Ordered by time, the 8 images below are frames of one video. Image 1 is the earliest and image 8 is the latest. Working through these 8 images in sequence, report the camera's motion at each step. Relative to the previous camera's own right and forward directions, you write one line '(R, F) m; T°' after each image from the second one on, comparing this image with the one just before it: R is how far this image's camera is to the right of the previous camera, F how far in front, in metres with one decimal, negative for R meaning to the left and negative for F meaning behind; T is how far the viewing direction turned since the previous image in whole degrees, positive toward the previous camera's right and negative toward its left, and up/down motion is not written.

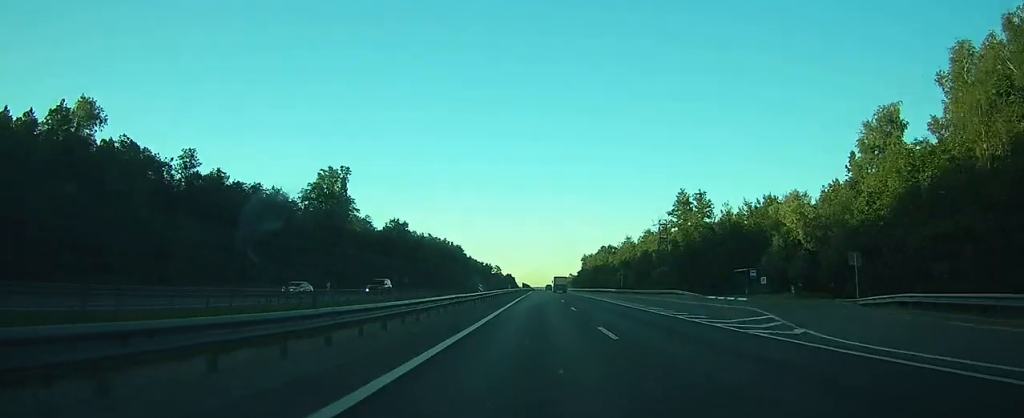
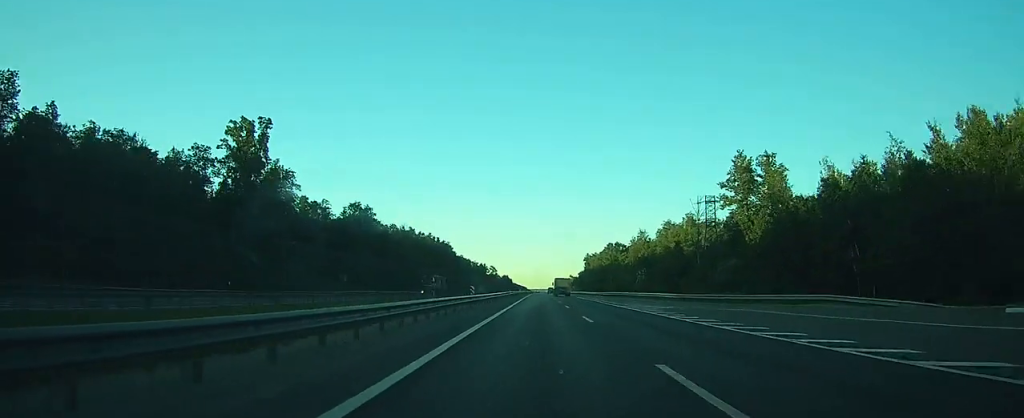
(0.0, +40.1) m; 0°
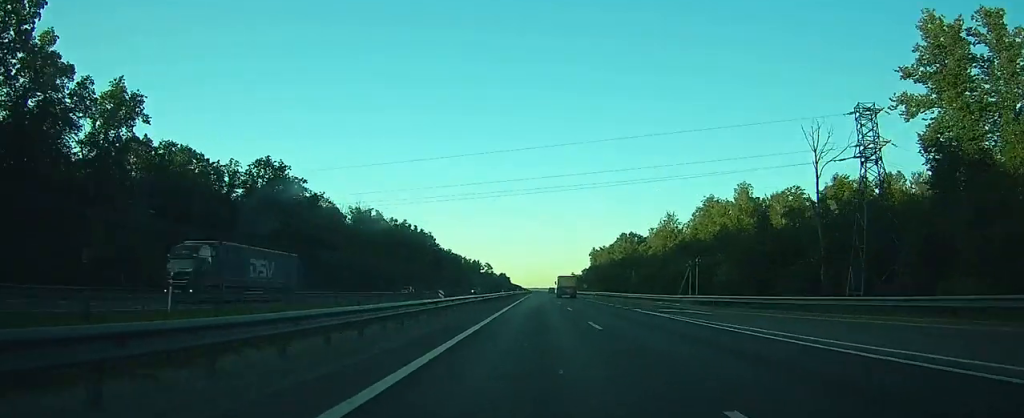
(-0.1, +51.1) m; 0°
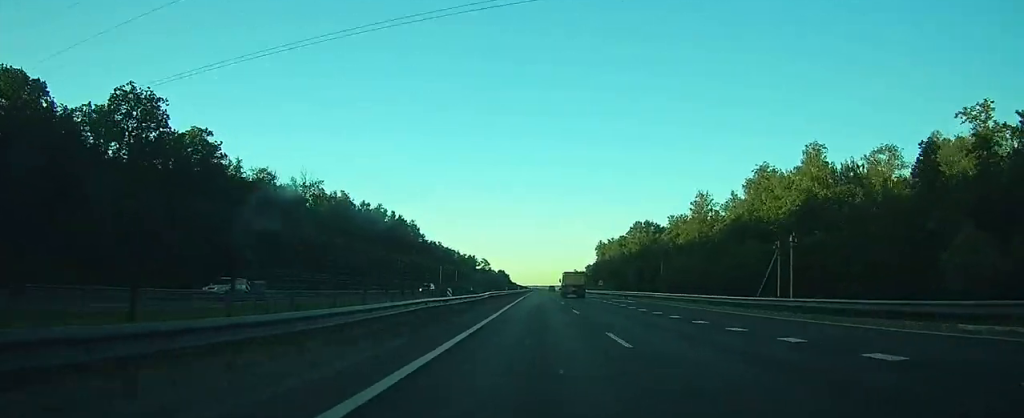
(0.0, +37.1) m; 0°
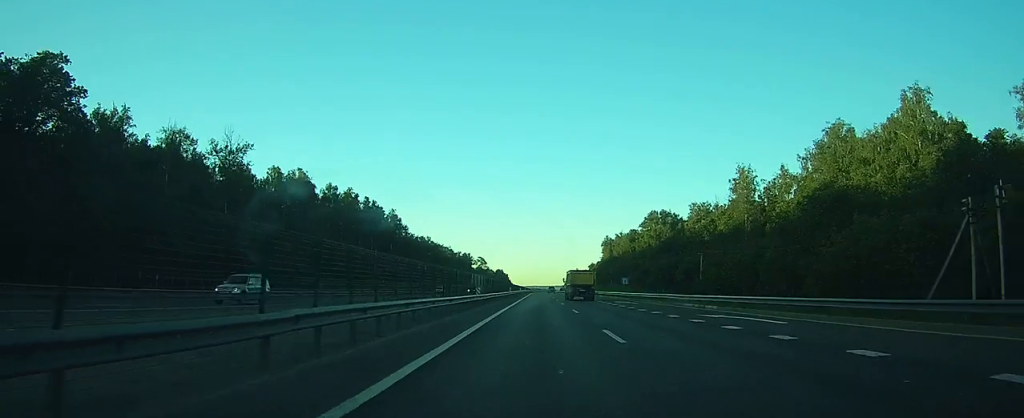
(0.0, +30.7) m; 0°
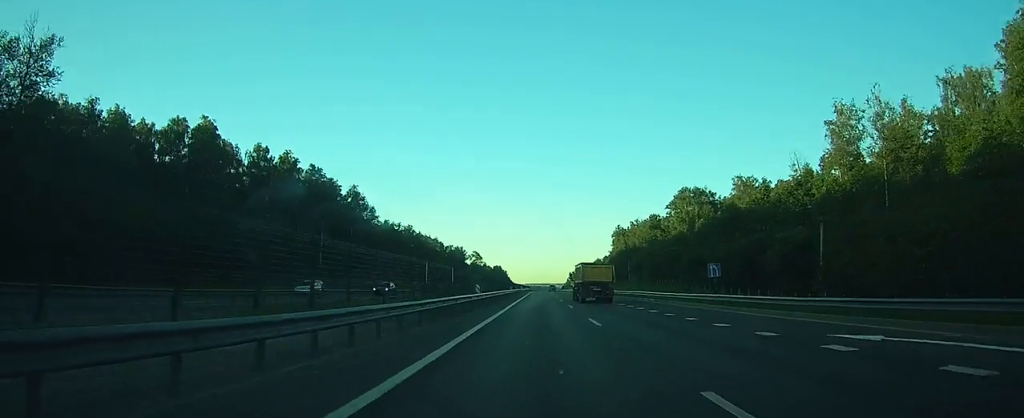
(-0.1, +41.9) m; 0°
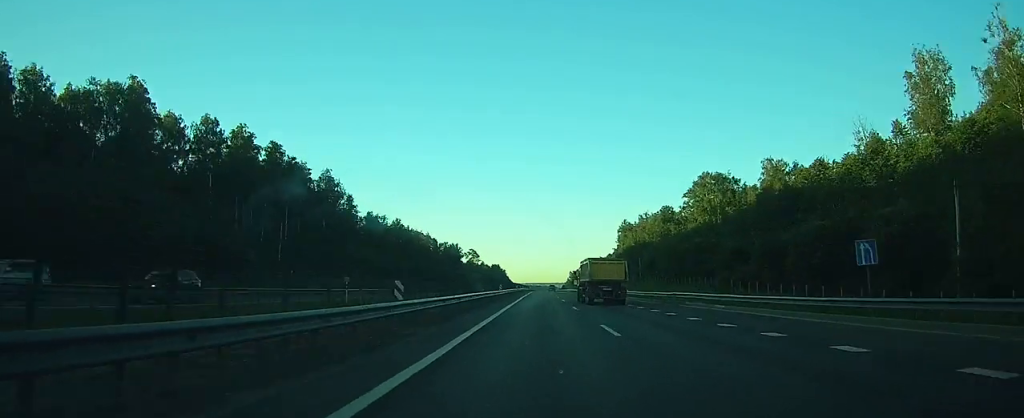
(0.0, +19.9) m; 0°
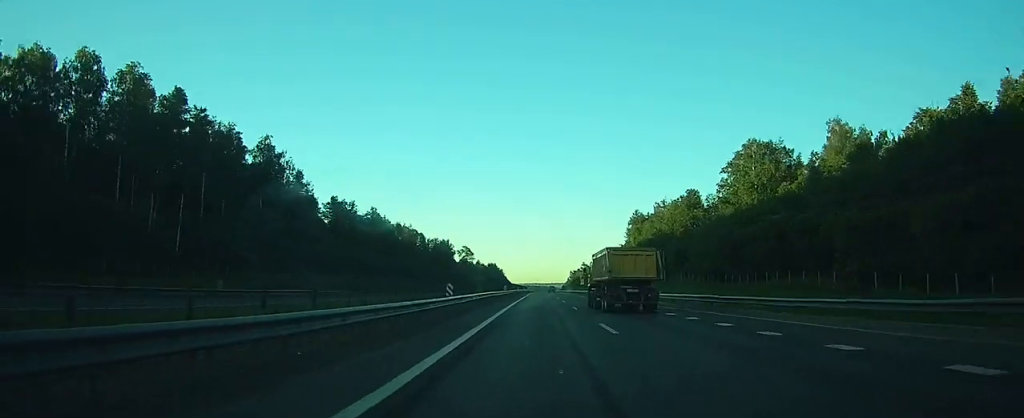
(0.0, +31.1) m; 0°
